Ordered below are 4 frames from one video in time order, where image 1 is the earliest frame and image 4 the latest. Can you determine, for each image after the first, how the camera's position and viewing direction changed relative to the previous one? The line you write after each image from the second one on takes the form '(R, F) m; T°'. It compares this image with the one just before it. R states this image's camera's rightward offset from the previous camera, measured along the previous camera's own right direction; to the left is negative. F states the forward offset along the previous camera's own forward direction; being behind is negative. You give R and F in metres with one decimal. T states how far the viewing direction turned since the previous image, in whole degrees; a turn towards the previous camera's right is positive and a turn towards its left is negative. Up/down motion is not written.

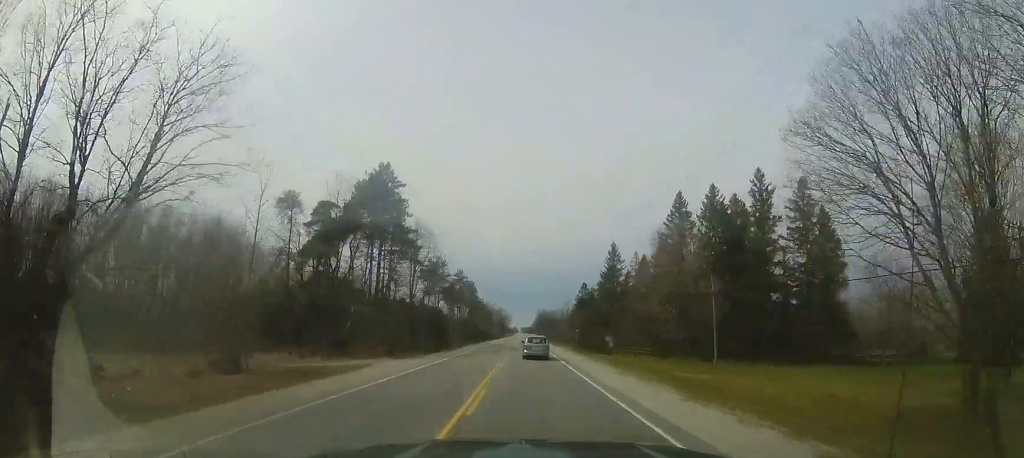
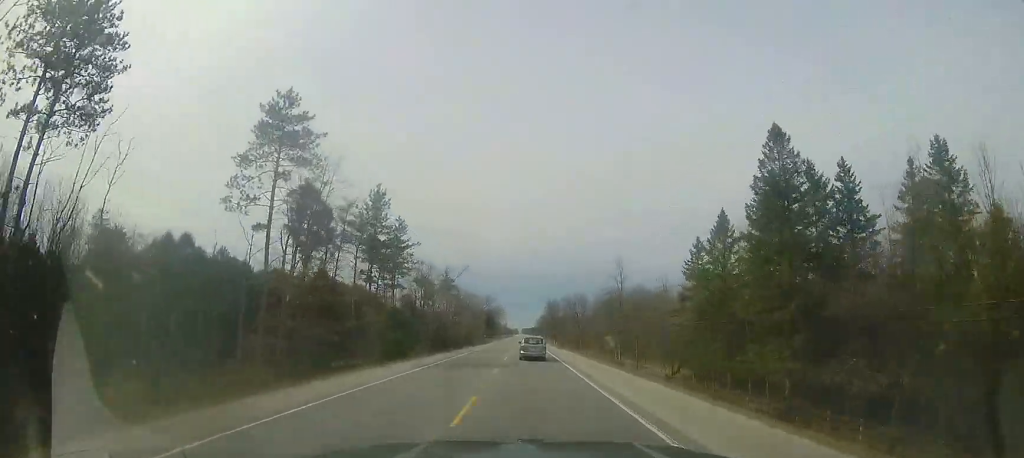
(-0.1, +75.8) m; -1°
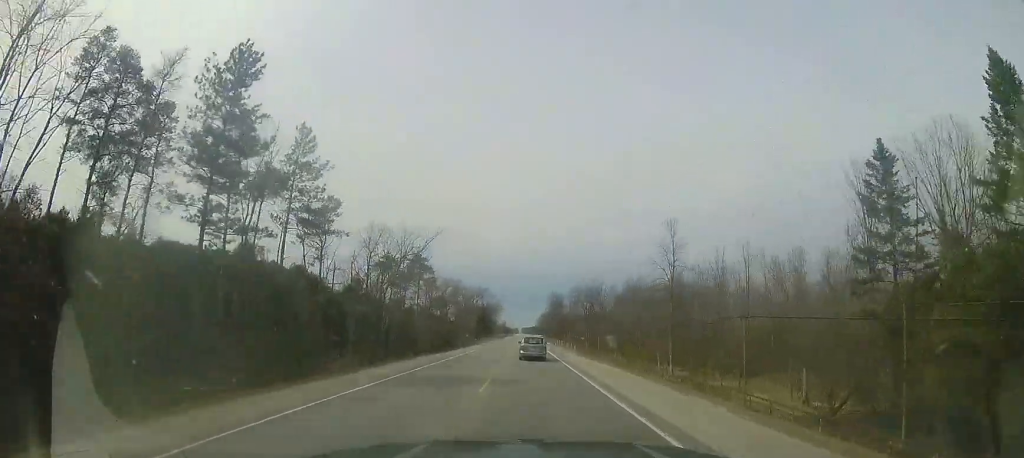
(+0.1, +22.7) m; 0°
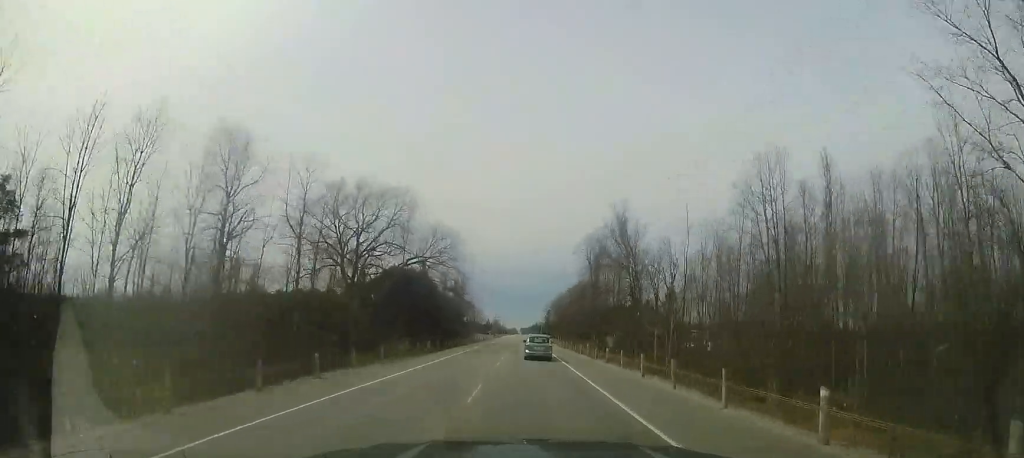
(+0.2, +82.9) m; -1°
